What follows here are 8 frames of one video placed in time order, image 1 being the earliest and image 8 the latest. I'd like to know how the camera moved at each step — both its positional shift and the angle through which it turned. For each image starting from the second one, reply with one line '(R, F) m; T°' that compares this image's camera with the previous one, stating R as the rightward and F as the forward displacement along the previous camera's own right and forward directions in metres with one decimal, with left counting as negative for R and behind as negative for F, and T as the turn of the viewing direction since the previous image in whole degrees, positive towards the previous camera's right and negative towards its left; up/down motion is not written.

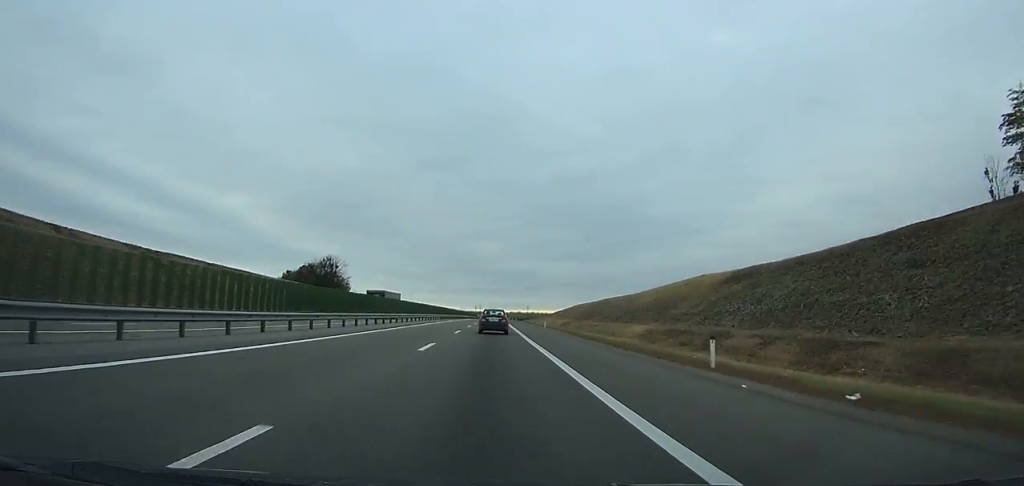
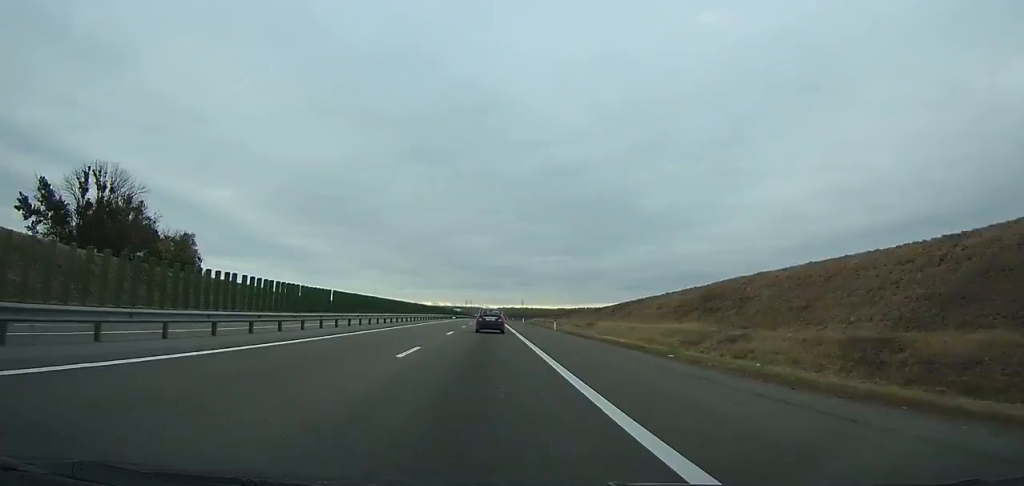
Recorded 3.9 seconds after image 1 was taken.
(+1.0, +118.4) m; 0°
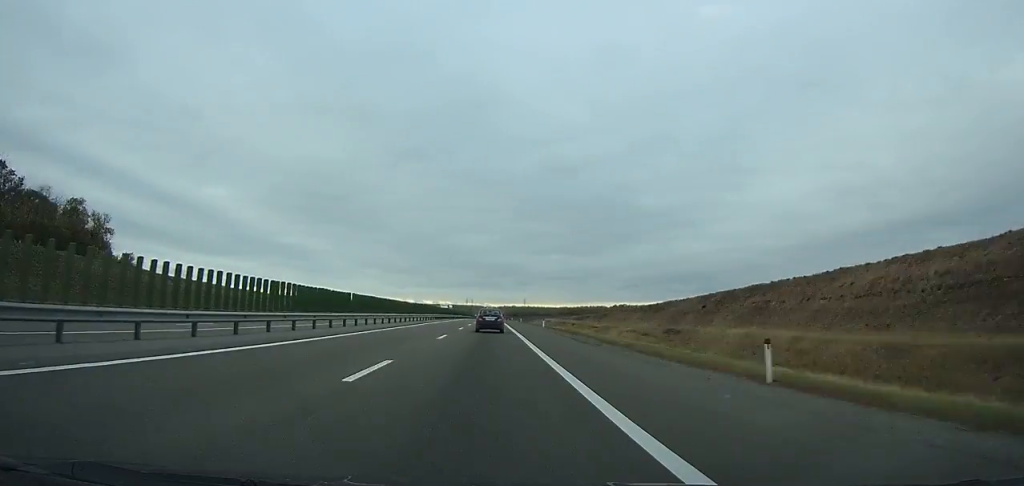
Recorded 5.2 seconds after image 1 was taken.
(0.0, +38.2) m; 0°
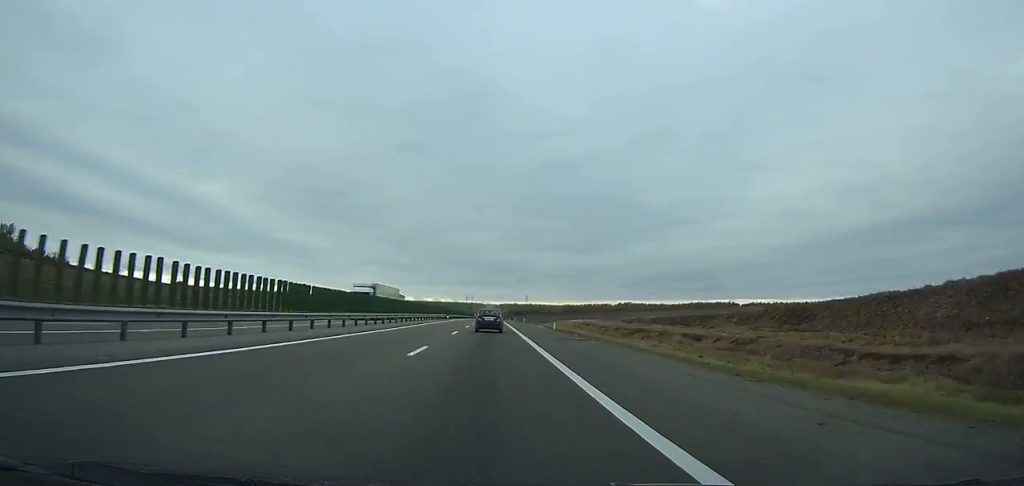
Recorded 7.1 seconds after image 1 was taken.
(0.0, +55.1) m; 0°
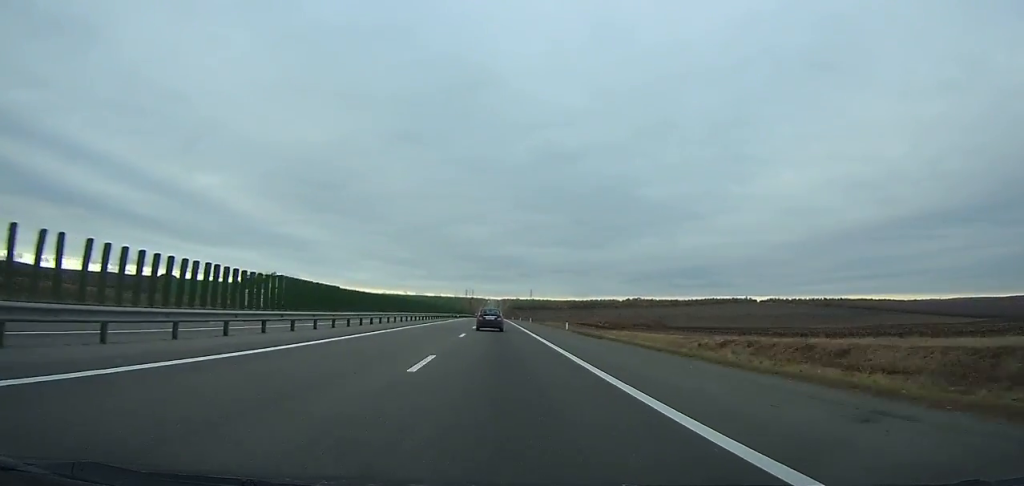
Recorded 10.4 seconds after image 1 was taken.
(-0.1, +96.5) m; 0°
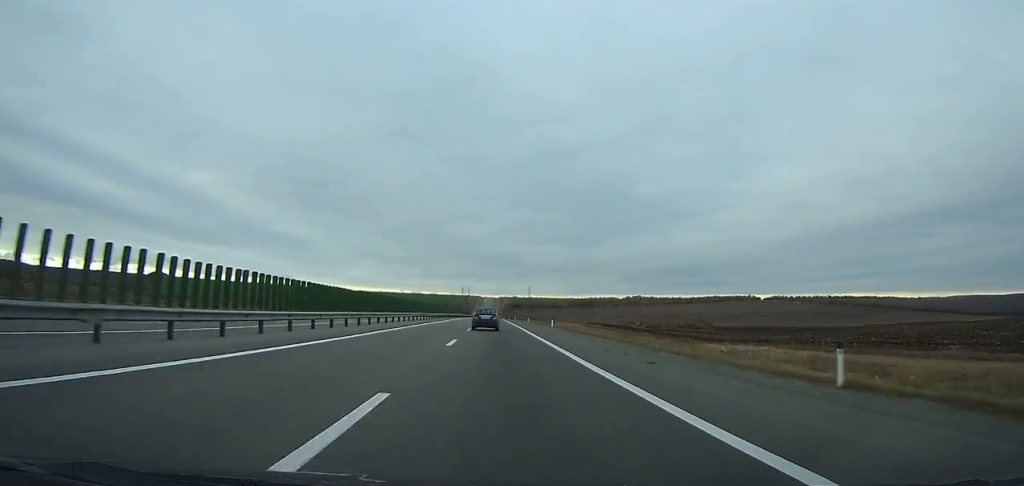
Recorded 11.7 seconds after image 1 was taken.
(0.0, +38.9) m; 0°
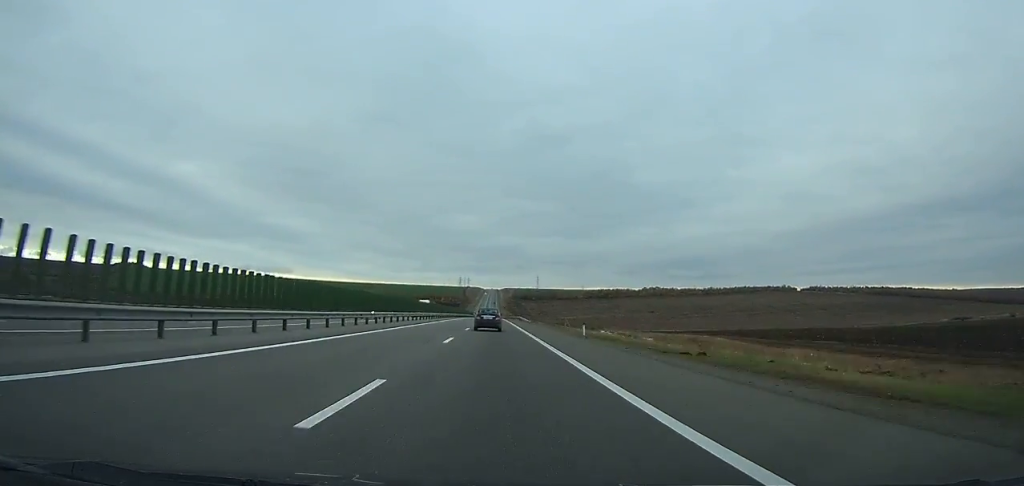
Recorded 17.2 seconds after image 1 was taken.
(+0.3, +166.6) m; 0°
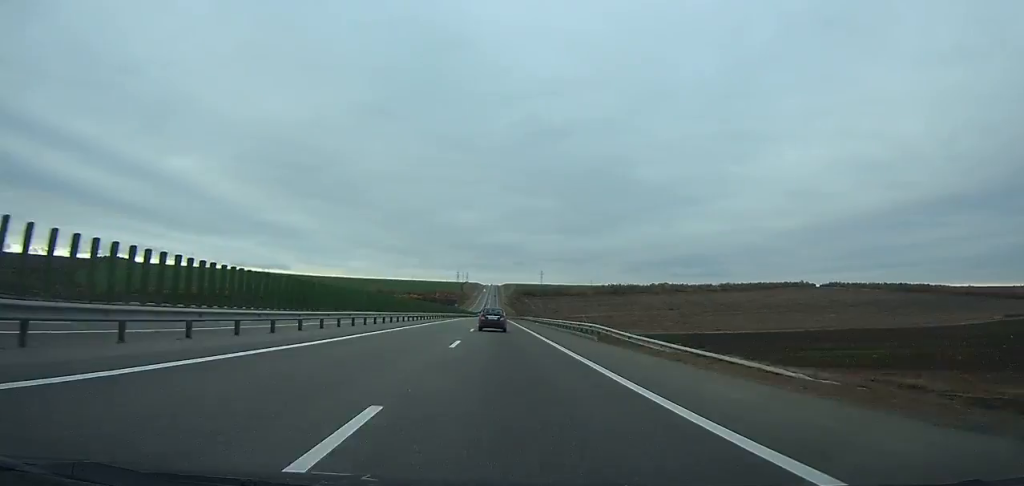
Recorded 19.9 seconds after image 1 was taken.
(-0.1, +81.8) m; 0°
